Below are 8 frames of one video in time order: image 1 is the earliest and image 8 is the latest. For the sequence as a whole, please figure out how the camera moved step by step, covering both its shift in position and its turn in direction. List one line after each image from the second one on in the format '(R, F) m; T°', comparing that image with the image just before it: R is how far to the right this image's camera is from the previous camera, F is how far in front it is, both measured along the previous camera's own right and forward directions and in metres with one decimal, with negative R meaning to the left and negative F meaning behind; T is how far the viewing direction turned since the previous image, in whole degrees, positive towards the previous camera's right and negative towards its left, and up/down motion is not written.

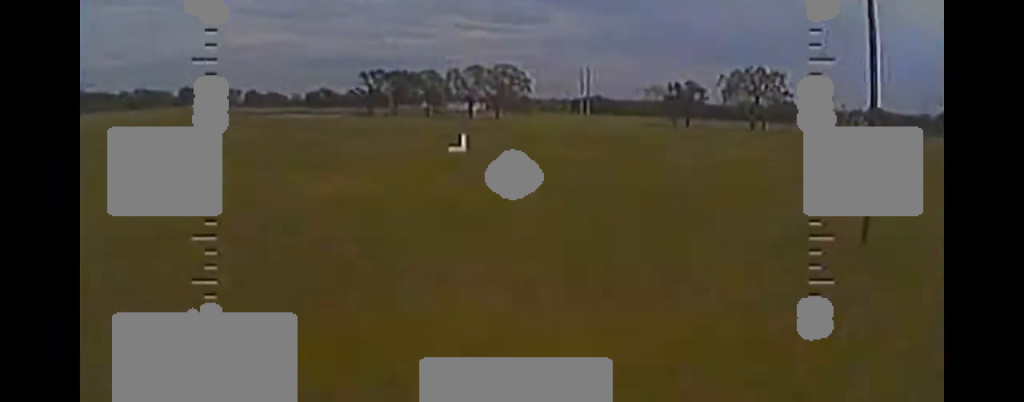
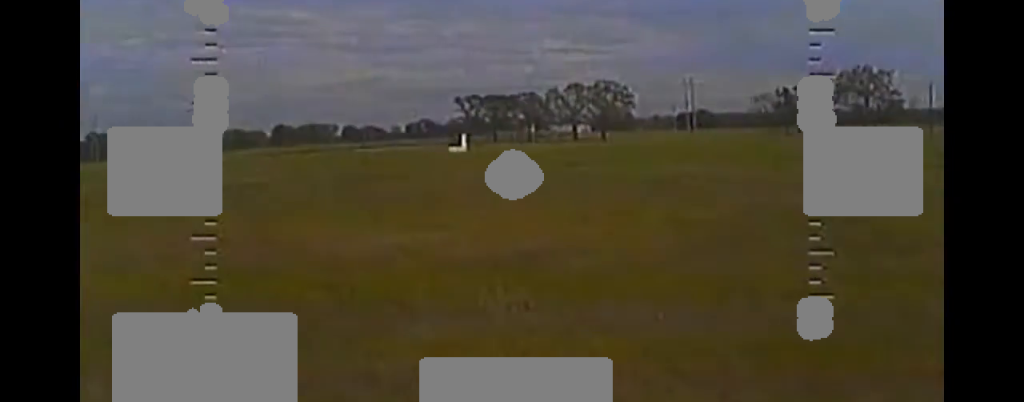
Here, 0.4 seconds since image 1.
(-0.1, +6.8) m; 0°
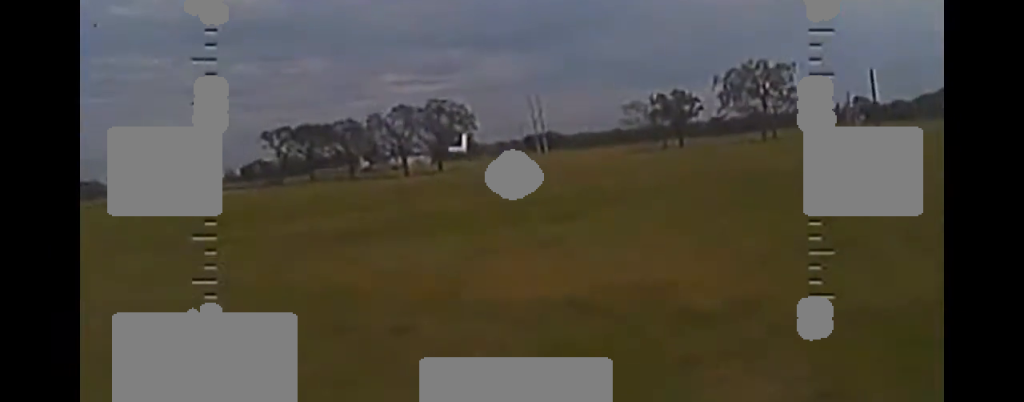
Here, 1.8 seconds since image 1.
(+0.3, +24.6) m; +4°
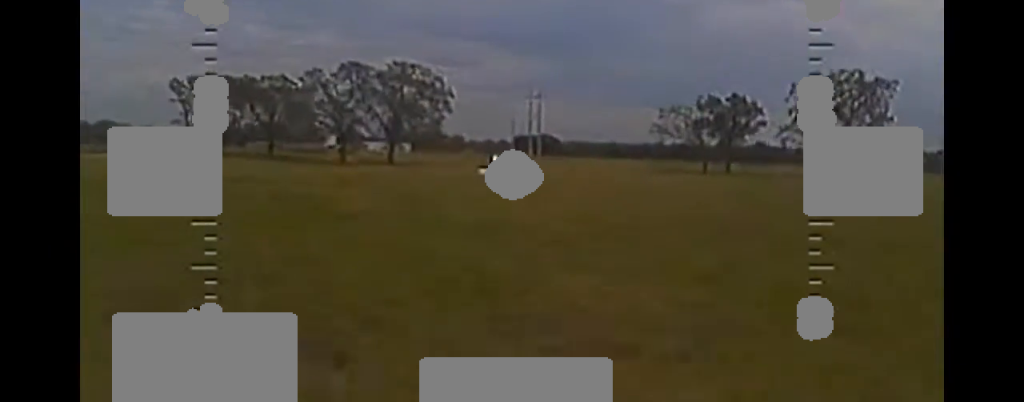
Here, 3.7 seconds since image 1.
(+1.2, +31.9) m; +1°
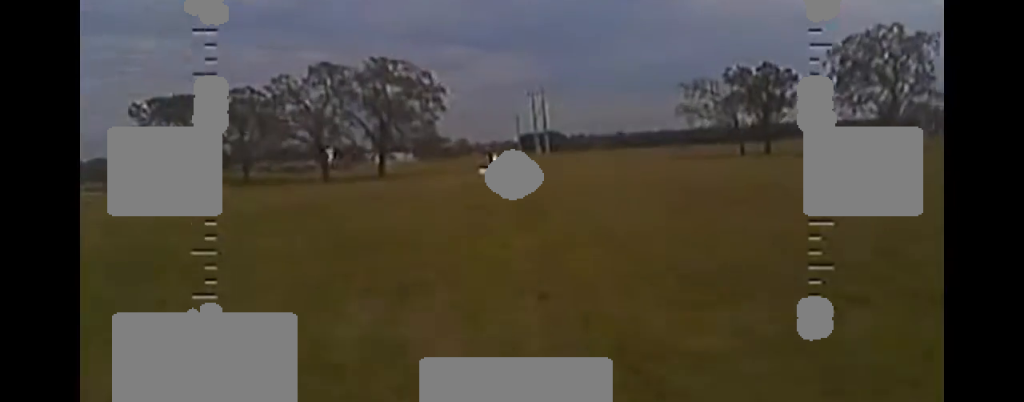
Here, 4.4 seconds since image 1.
(-0.1, +10.5) m; 0°
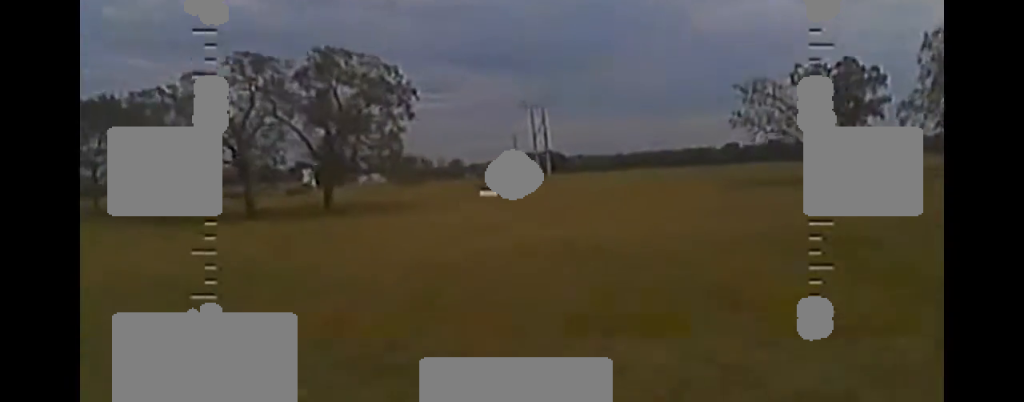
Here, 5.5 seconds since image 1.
(-0.1, +18.7) m; -1°
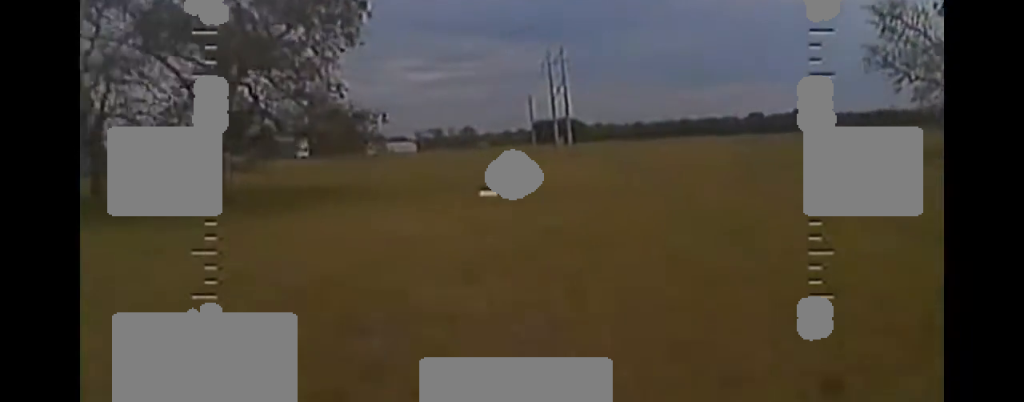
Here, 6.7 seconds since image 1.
(-0.1, +19.9) m; 0°
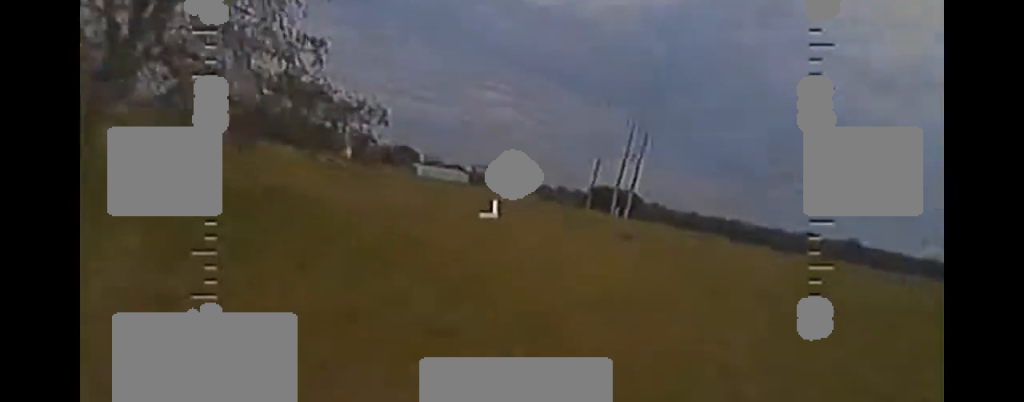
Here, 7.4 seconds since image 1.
(+0.1, +11.6) m; -2°
